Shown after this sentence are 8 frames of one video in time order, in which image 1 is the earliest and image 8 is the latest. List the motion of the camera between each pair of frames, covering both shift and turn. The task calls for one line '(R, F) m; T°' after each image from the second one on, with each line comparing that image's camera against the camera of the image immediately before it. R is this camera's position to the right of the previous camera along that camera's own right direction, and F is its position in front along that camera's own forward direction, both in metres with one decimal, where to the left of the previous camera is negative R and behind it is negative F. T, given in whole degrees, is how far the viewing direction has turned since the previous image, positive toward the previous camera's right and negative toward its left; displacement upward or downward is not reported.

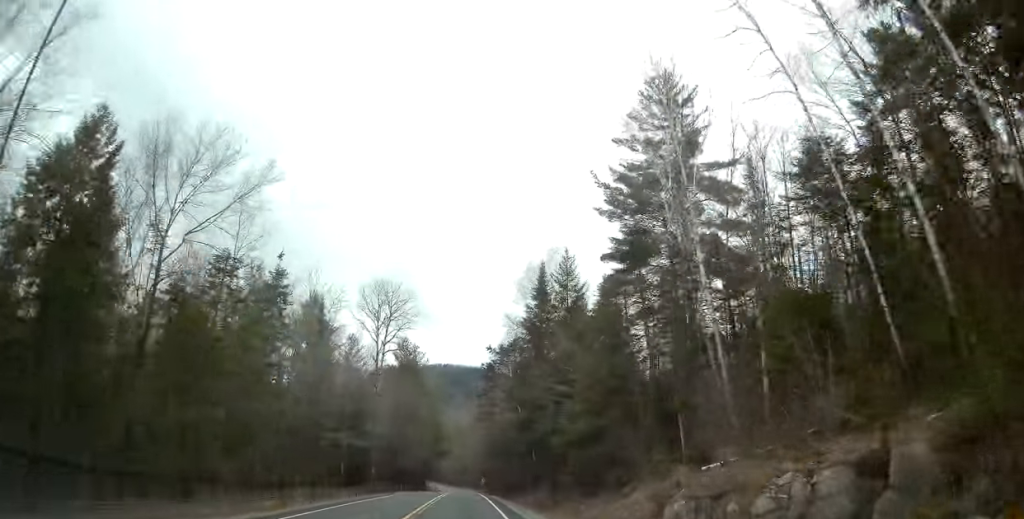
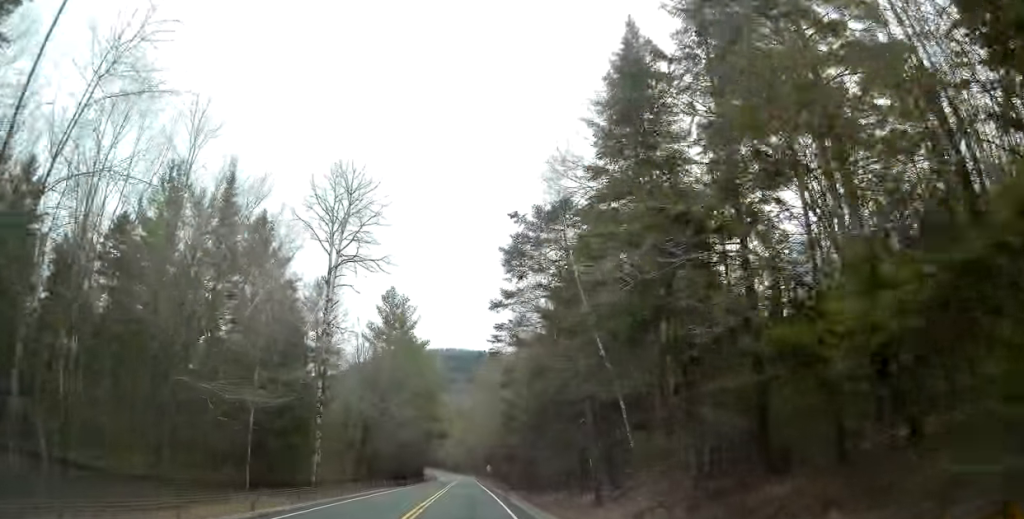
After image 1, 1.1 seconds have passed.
(-0.1, +23.4) m; 0°
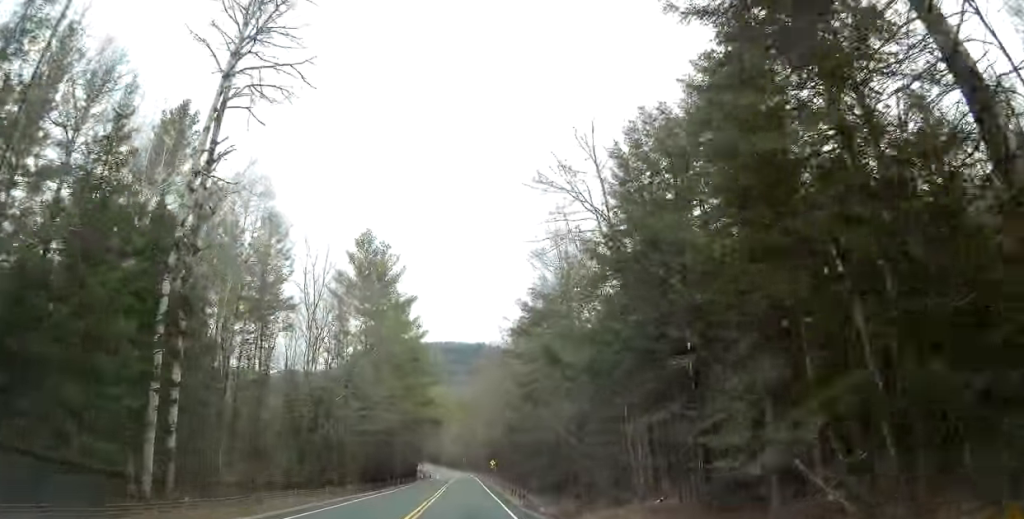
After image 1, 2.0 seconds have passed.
(-0.1, +20.1) m; -1°
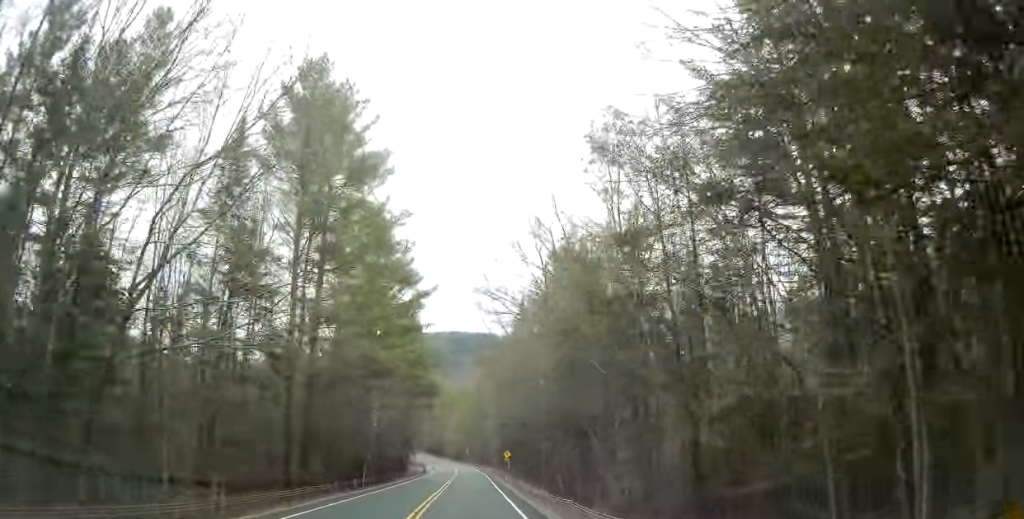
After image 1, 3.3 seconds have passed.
(-0.5, +29.4) m; -2°
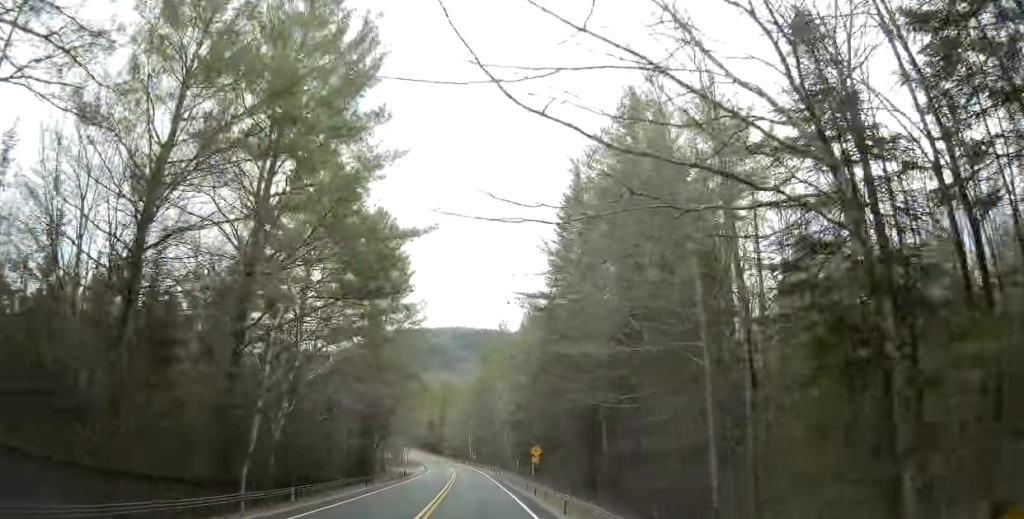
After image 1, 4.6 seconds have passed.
(-0.2, +33.2) m; 0°
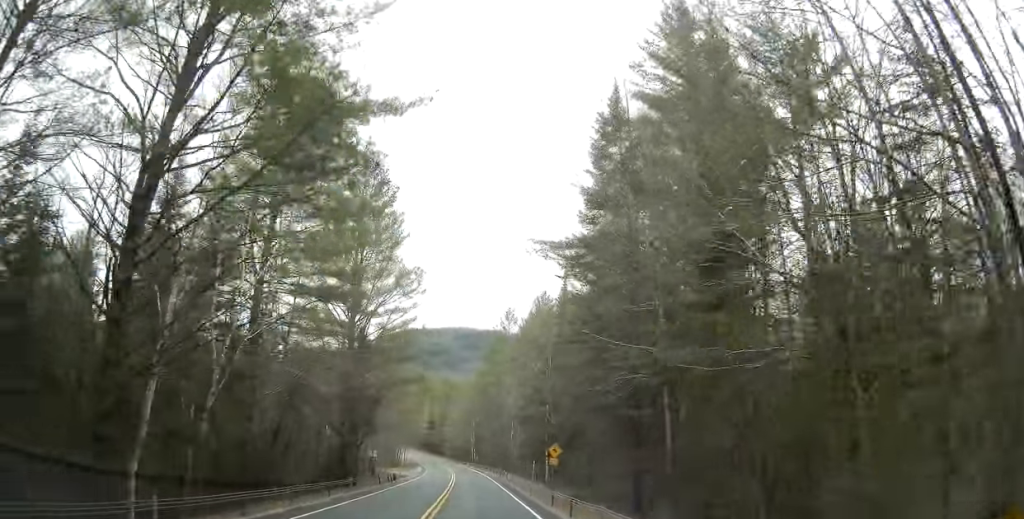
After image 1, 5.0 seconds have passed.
(+0.1, +10.1) m; 0°
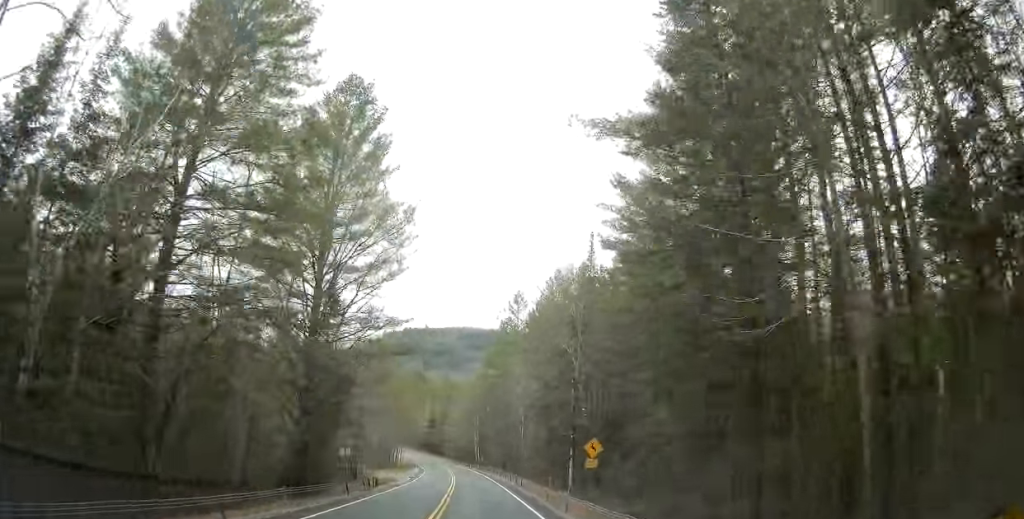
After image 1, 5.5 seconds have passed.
(+0.1, +11.9) m; 0°
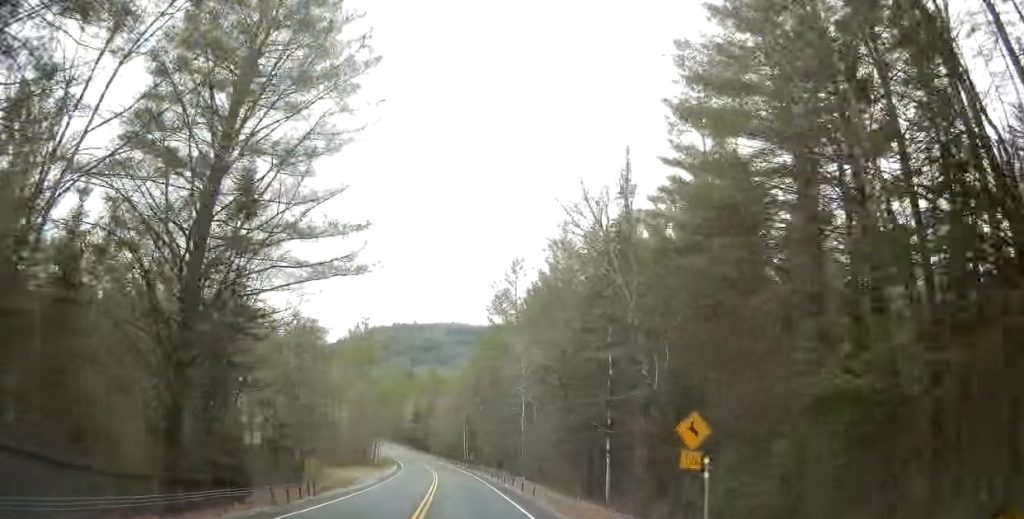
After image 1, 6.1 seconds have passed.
(0.0, +14.8) m; 0°
